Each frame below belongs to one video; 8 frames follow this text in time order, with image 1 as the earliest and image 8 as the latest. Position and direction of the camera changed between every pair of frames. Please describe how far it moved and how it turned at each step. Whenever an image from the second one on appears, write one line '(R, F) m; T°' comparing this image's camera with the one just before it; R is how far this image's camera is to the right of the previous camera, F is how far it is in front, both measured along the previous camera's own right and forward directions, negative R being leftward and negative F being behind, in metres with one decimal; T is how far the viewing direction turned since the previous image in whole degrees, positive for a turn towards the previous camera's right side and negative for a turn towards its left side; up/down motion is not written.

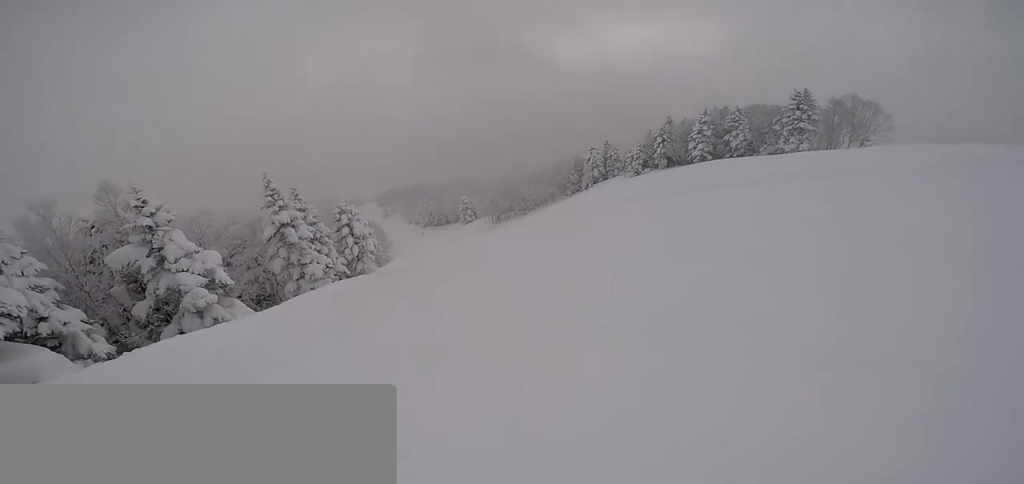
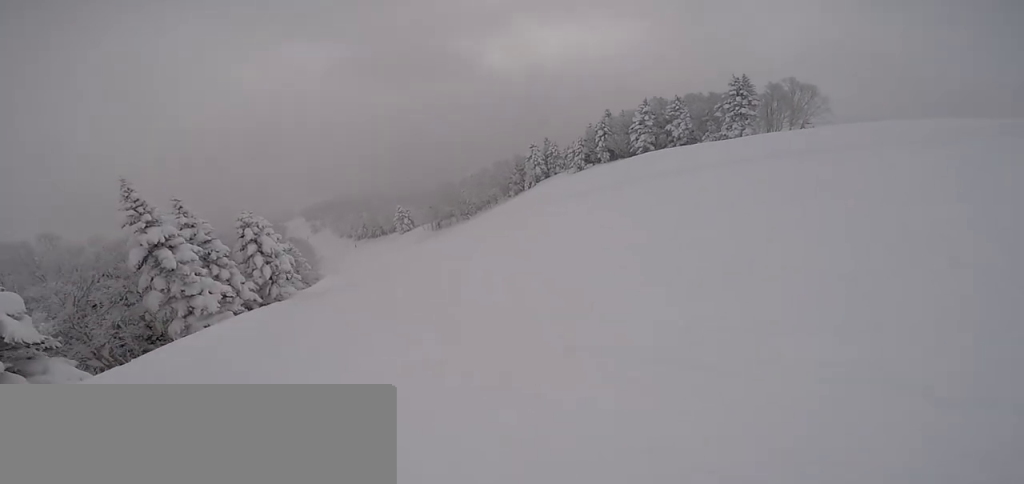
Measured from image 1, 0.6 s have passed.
(+1.0, +4.8) m; -5°
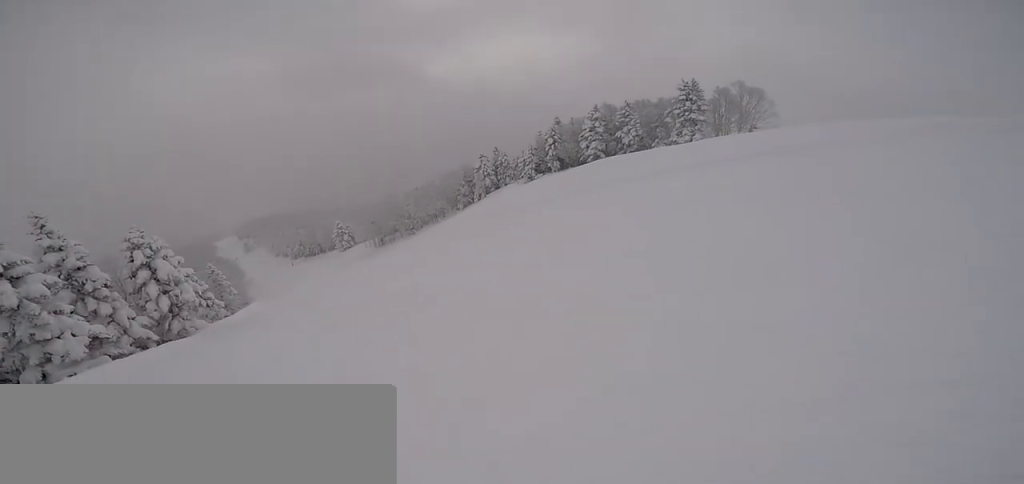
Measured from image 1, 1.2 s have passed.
(+0.5, +3.6) m; -6°
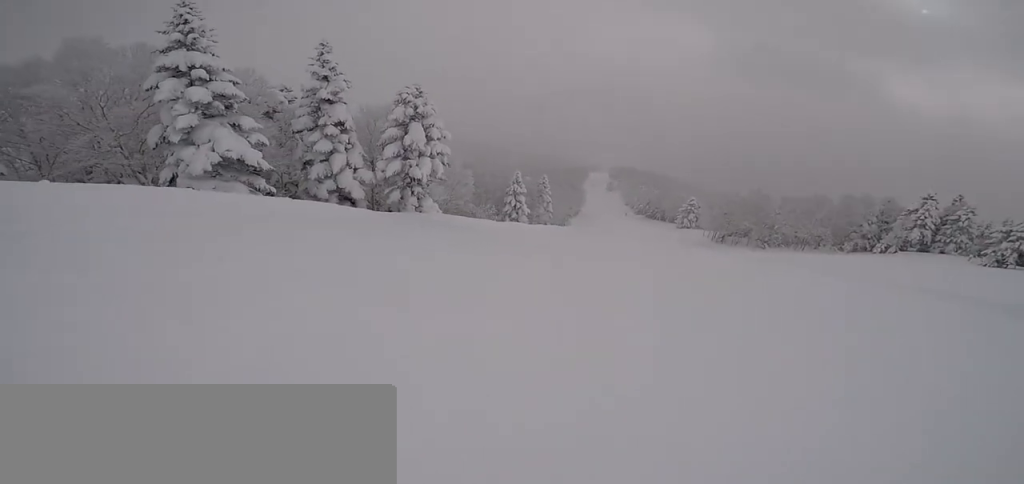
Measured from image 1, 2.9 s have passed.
(-4.3, +13.2) m; -27°
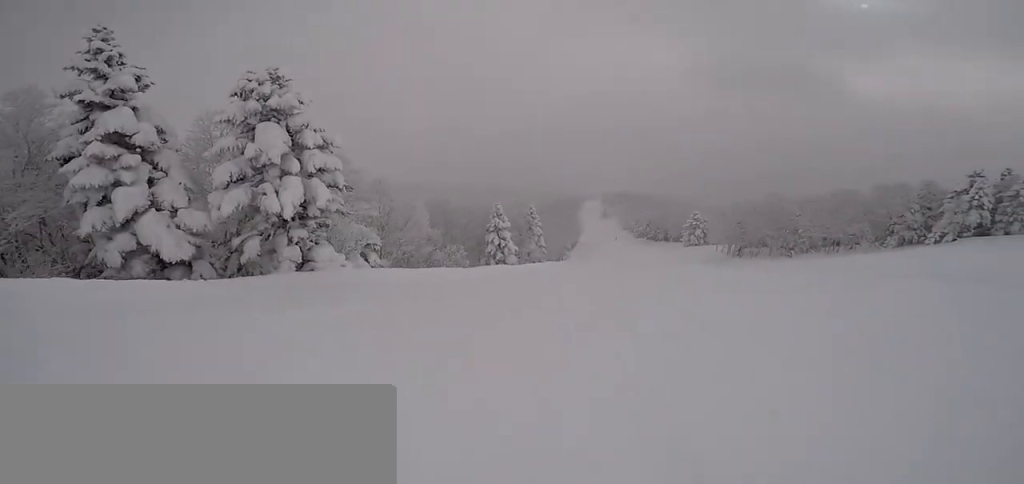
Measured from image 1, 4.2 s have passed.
(-0.9, +9.9) m; +11°
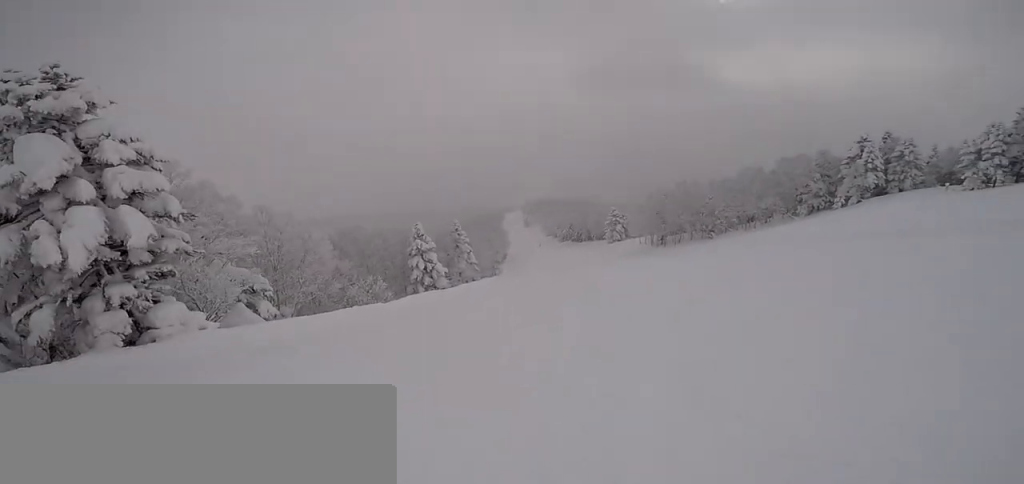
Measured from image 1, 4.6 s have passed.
(+1.0, +3.8) m; +10°
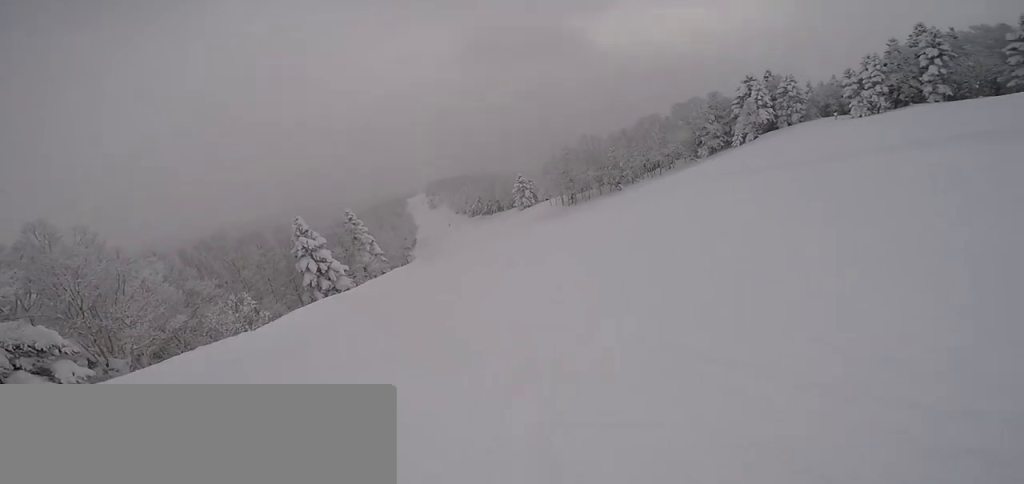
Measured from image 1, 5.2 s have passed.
(+0.6, +4.9) m; +8°
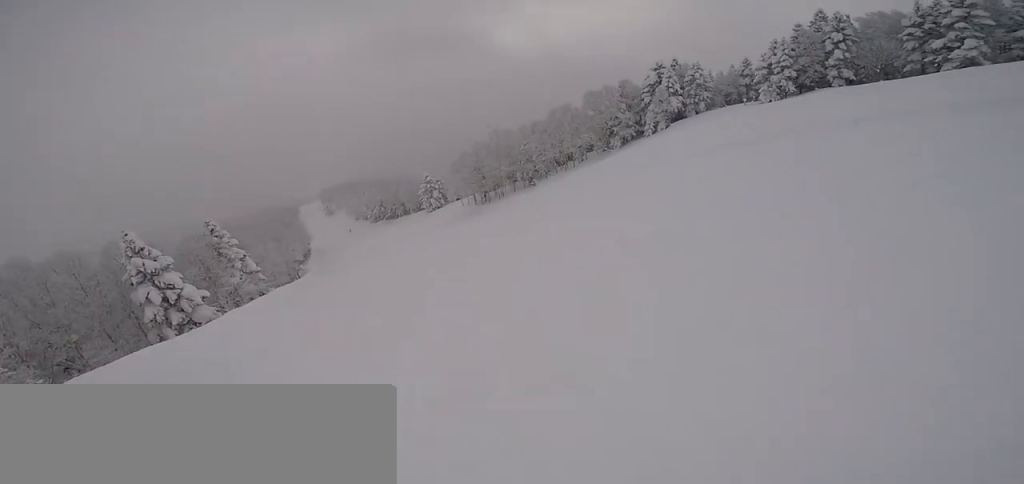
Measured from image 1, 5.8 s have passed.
(+0.6, +5.5) m; -7°
